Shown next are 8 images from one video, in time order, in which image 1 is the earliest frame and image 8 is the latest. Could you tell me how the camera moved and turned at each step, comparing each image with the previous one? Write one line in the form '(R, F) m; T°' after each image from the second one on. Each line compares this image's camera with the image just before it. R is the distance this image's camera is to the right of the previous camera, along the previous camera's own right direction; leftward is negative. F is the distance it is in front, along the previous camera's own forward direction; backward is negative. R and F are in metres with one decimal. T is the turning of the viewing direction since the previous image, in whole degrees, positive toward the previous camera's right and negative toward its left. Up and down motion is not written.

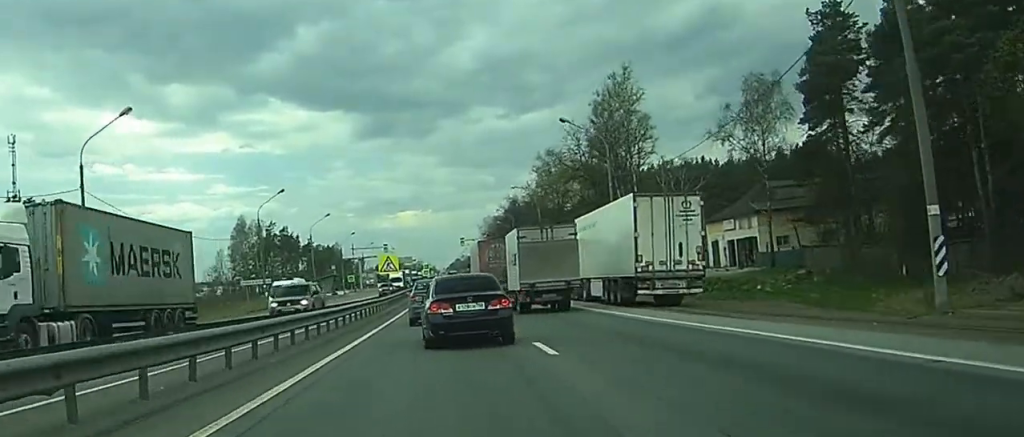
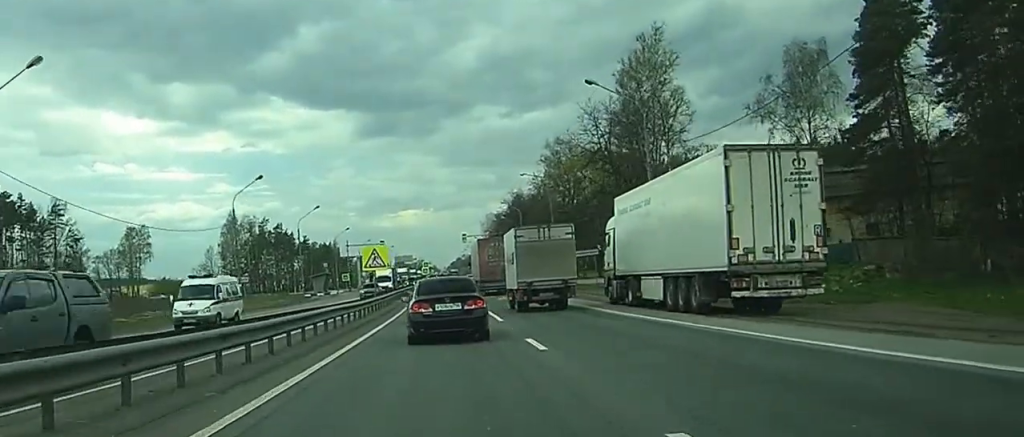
(0.0, +10.5) m; 0°
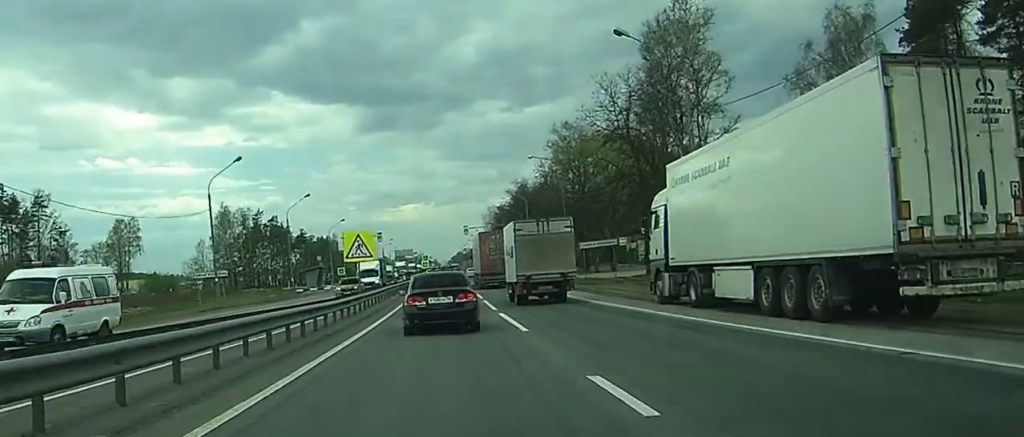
(0.0, +8.1) m; 0°
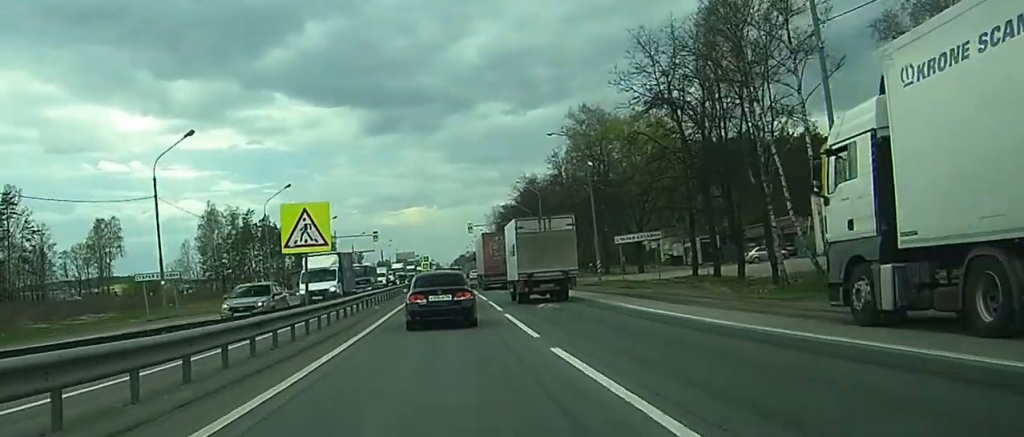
(+0.1, +13.3) m; +1°
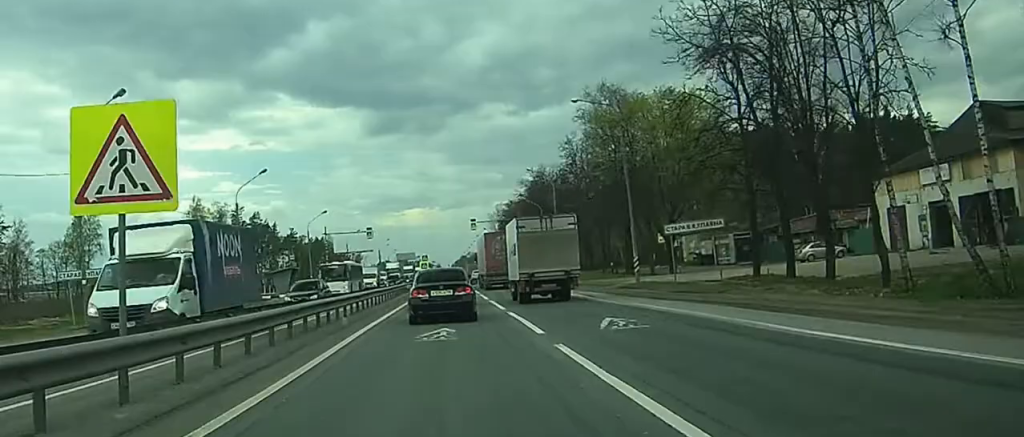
(+0.1, +11.9) m; +1°
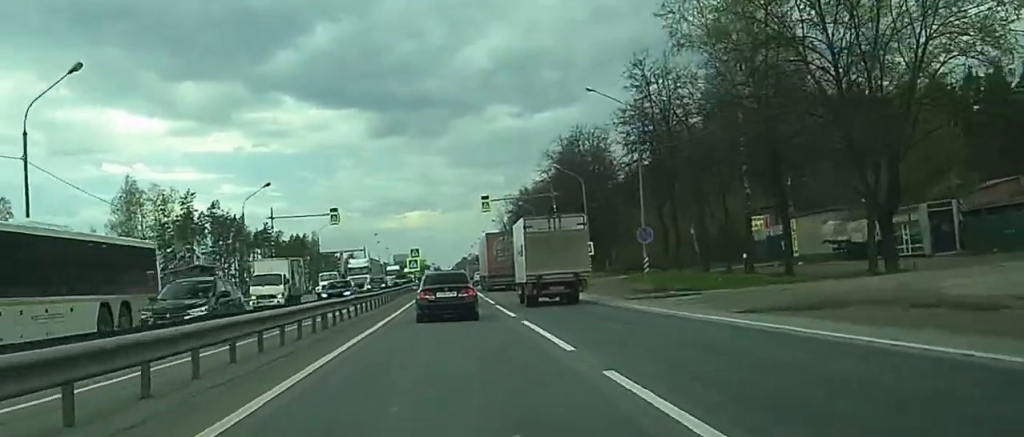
(+0.2, +38.1) m; 0°
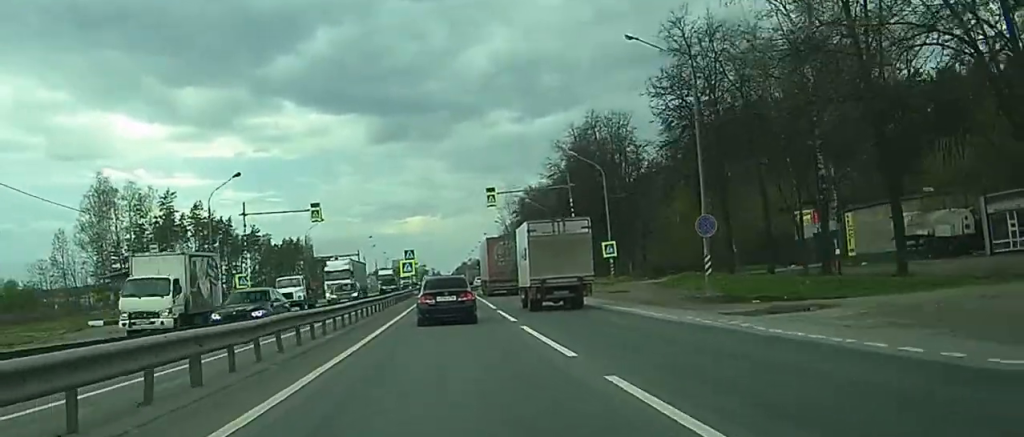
(0.0, +11.9) m; 0°
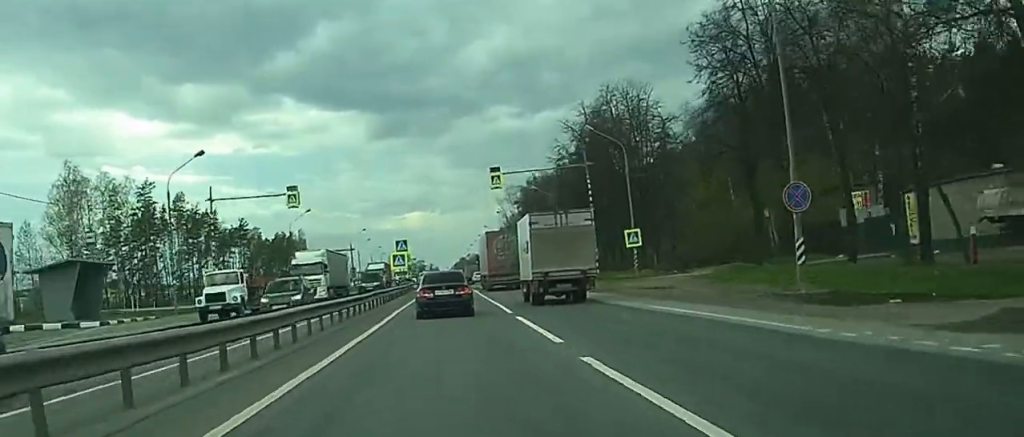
(0.0, +10.4) m; 0°
